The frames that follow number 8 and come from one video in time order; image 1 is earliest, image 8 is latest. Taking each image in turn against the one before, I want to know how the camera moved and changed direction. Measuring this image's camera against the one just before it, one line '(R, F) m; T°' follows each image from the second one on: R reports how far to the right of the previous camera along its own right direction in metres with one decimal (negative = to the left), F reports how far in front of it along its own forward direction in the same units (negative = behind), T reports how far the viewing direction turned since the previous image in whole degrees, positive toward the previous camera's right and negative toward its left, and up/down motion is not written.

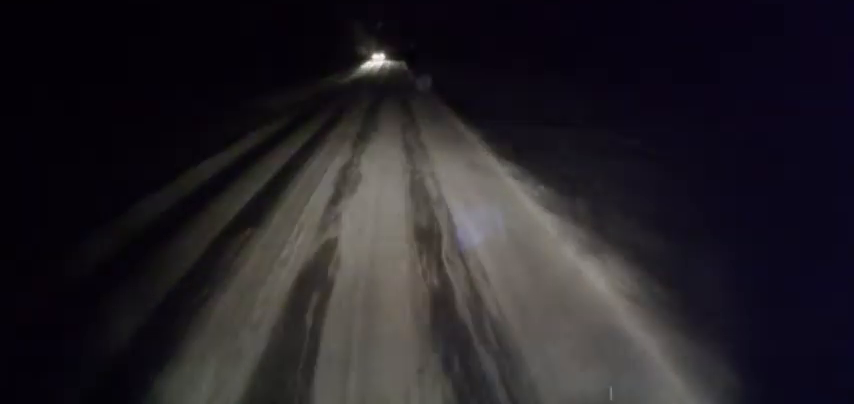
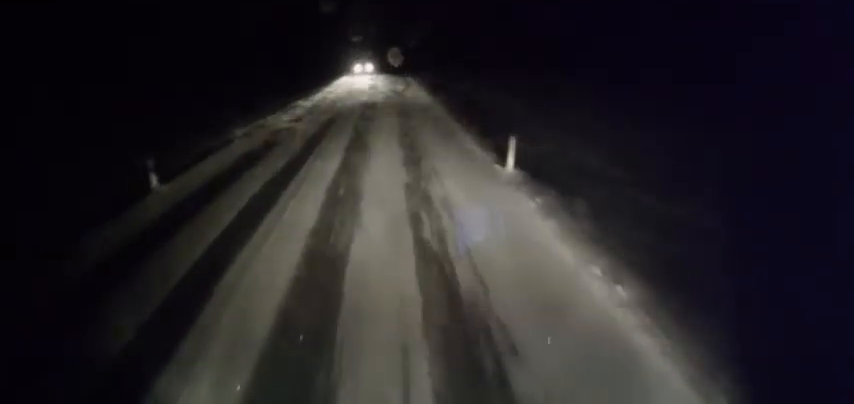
(-0.1, +25.4) m; 0°
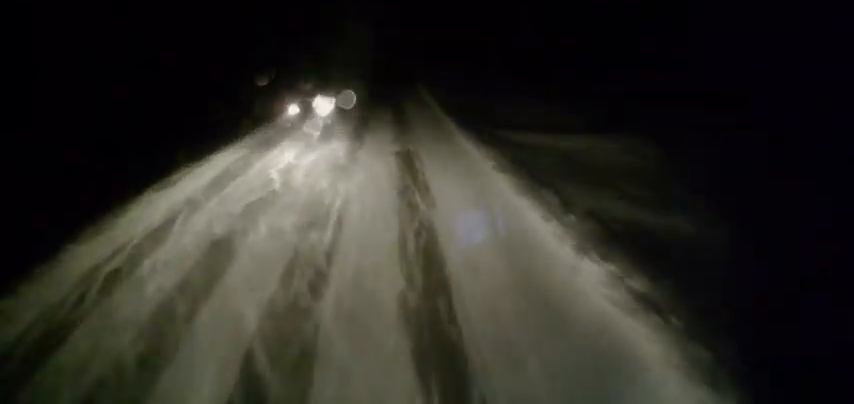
(+0.2, +20.6) m; 0°
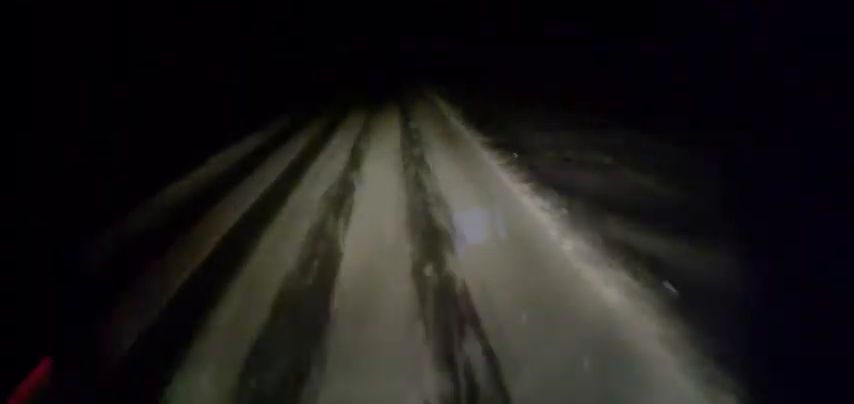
(-0.1, +10.3) m; 0°
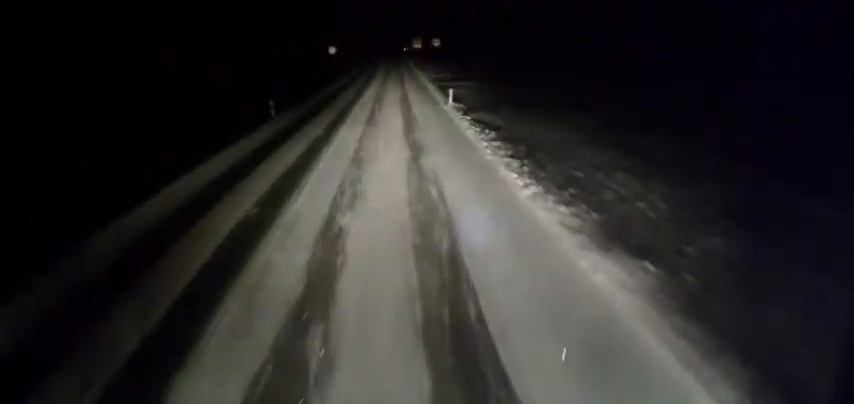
(+0.1, +6.9) m; +1°
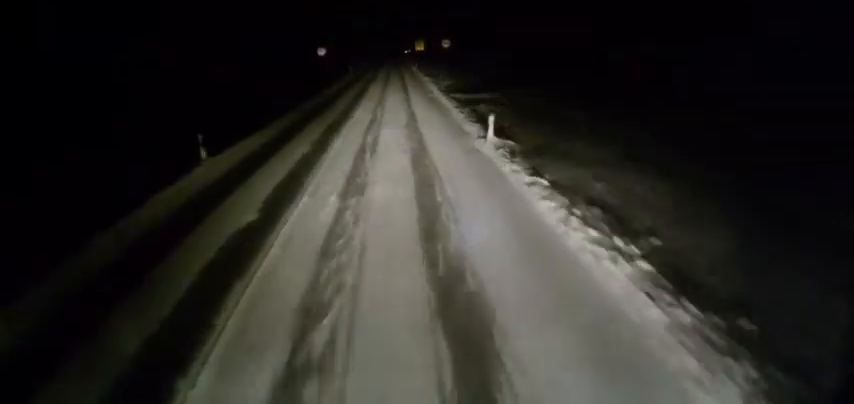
(+0.1, +9.1) m; 0°
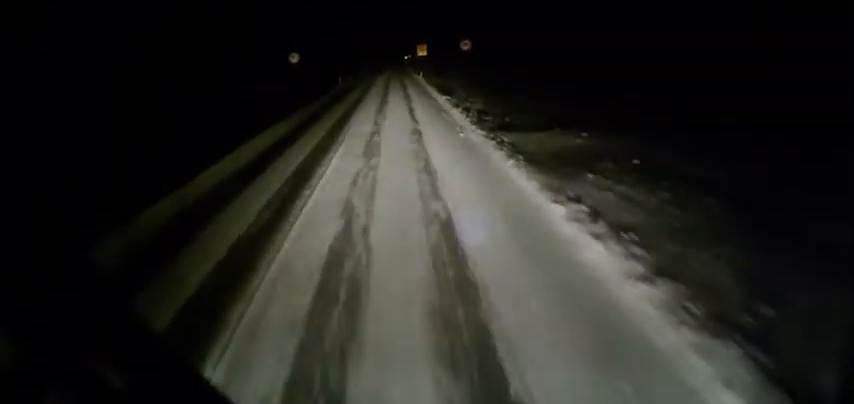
(0.0, +12.6) m; -1°
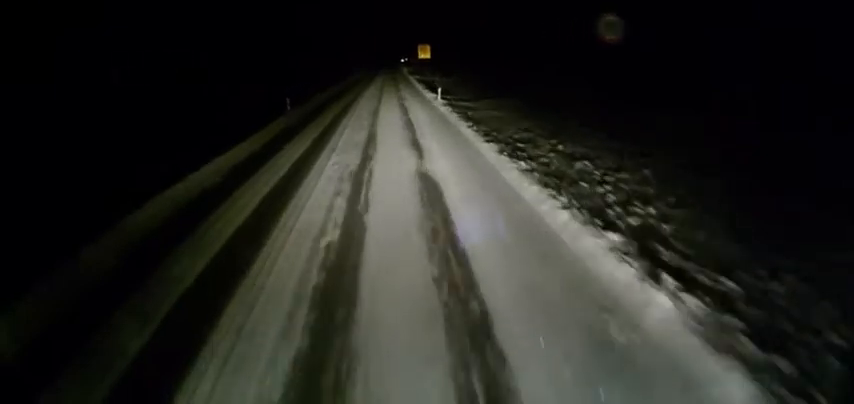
(0.0, +23.8) m; +1°
